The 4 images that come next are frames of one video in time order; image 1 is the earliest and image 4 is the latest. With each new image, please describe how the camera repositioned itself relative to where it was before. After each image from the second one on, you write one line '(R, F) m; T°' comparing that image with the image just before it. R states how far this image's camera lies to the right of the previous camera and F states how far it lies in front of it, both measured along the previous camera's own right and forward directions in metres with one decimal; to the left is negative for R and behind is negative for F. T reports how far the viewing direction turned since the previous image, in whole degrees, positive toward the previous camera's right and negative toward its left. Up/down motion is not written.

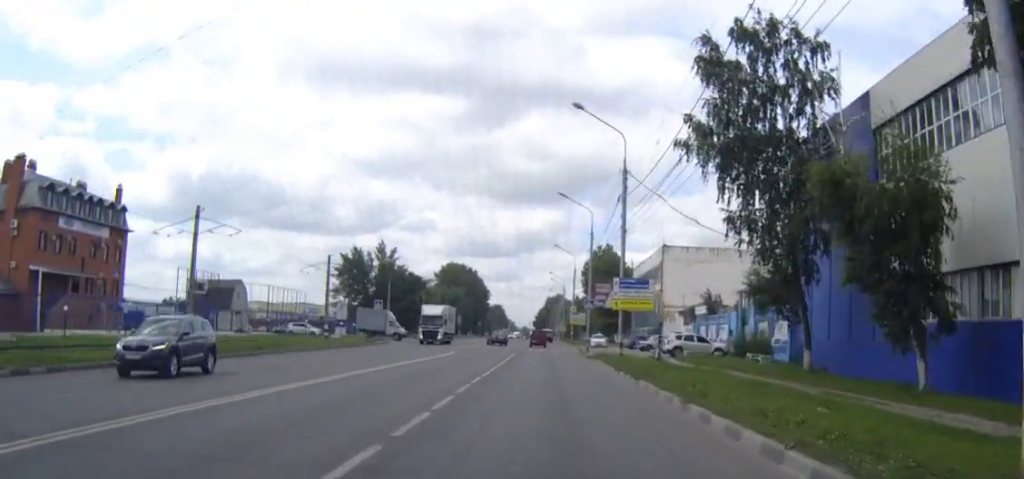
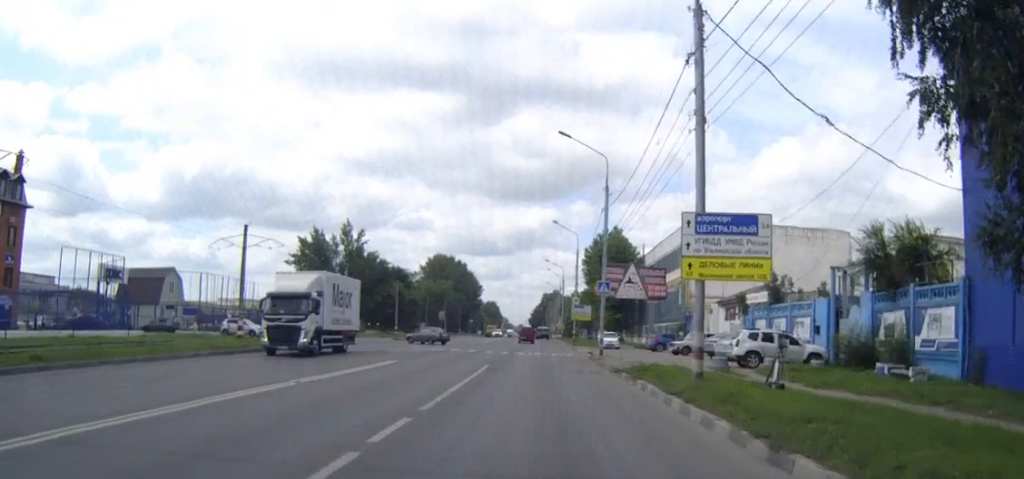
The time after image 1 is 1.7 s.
(0.0, +21.3) m; 0°
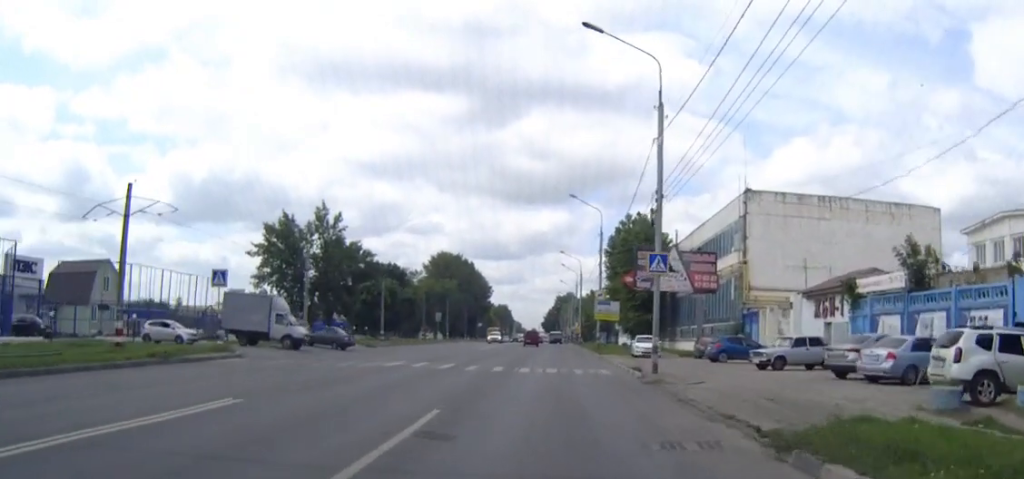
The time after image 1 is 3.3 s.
(-0.1, +18.6) m; 0°
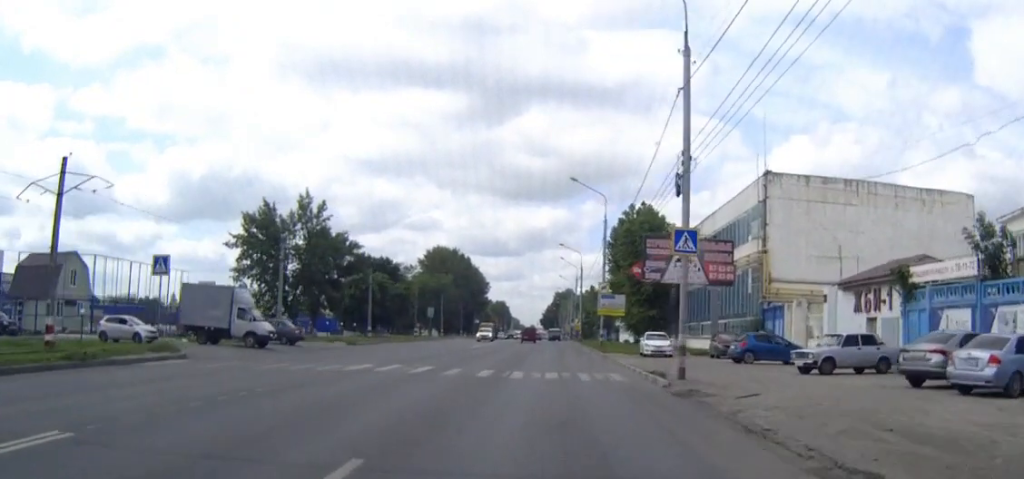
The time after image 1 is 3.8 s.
(0.0, +6.2) m; 0°
